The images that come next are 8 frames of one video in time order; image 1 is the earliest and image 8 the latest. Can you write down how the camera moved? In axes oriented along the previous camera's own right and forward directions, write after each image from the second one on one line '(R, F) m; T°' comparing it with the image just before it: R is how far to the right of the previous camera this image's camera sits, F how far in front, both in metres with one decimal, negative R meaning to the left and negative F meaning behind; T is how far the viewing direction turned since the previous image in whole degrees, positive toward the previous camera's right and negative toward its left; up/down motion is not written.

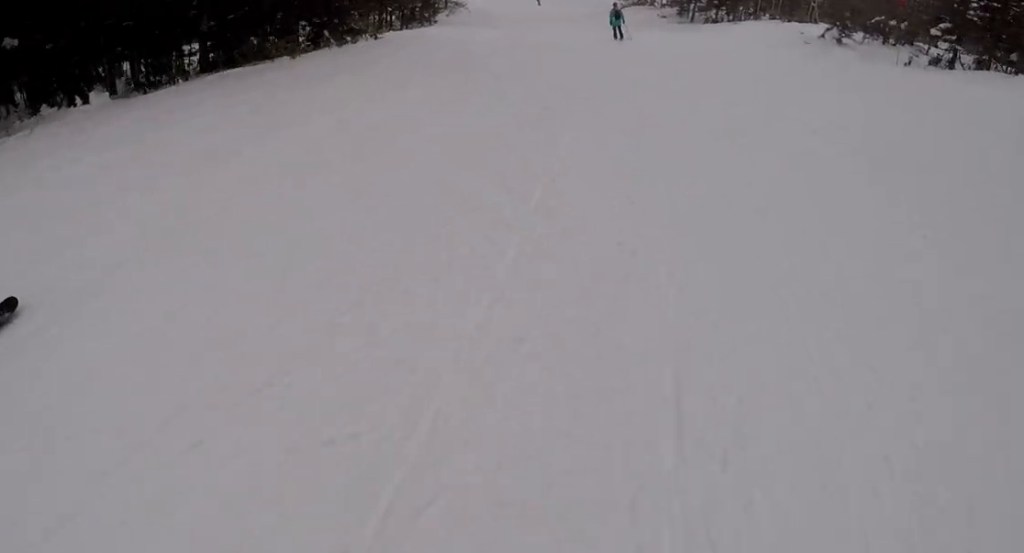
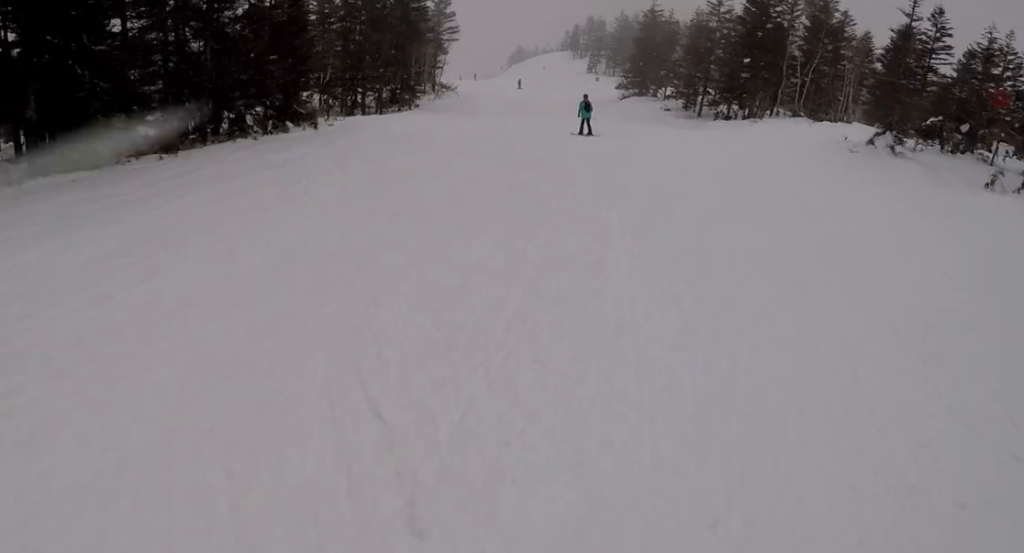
(-0.5, +7.4) m; -1°
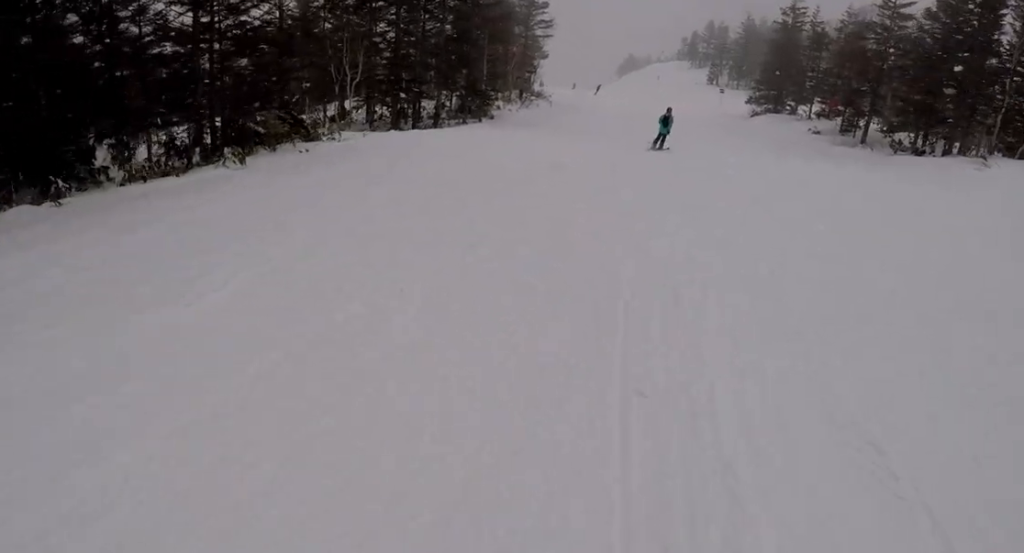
(+0.2, +12.1) m; -5°
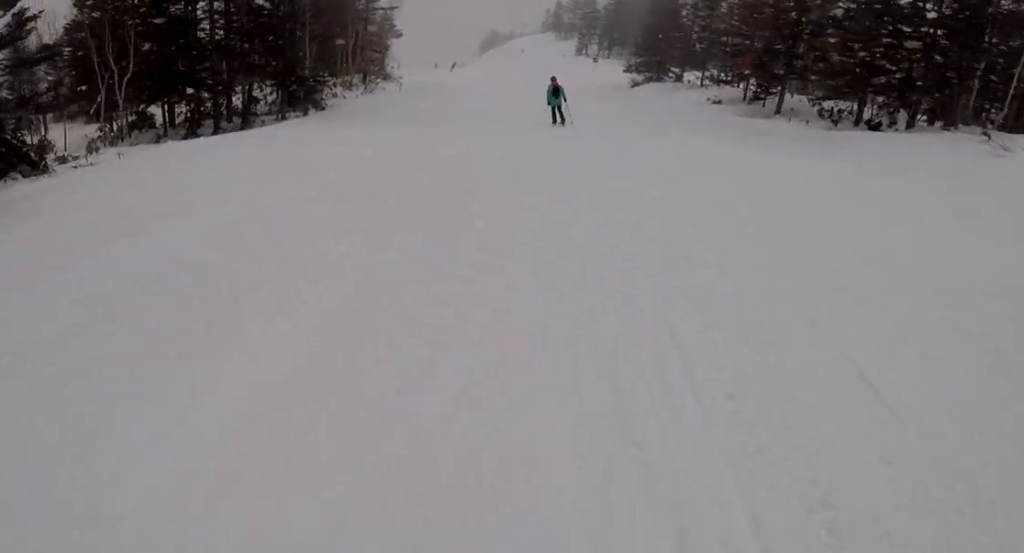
(-0.4, +7.4) m; -3°
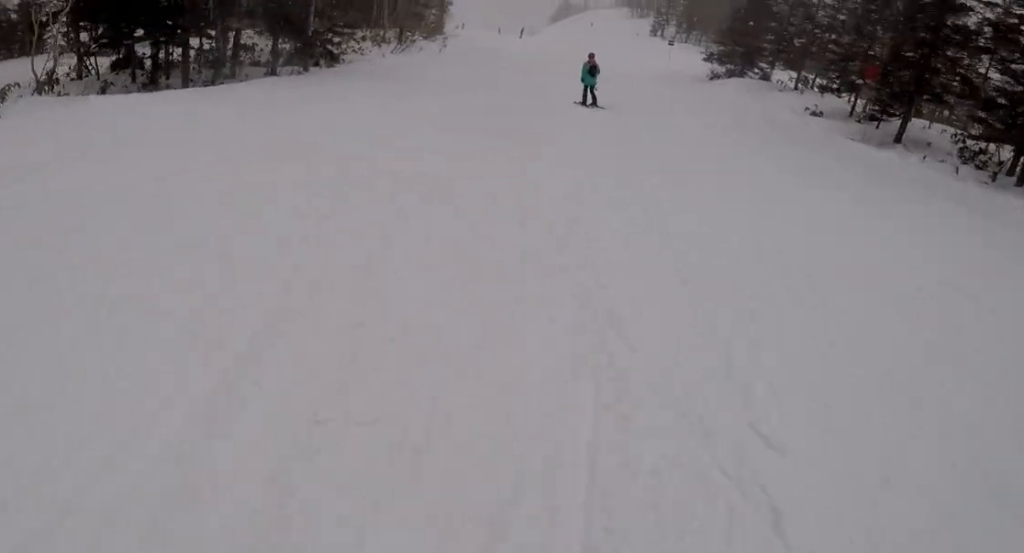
(0.0, +6.4) m; 0°
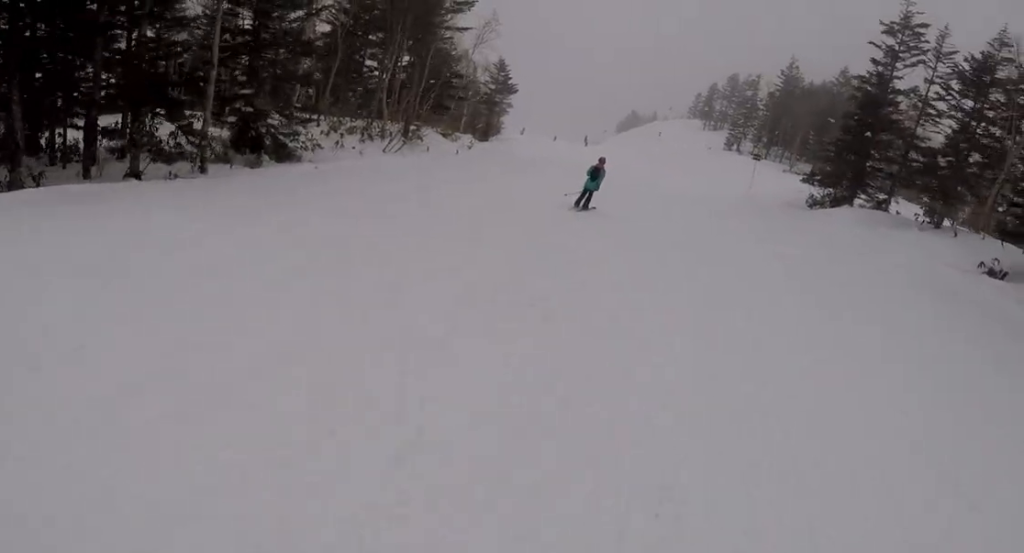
(0.0, +10.8) m; 0°
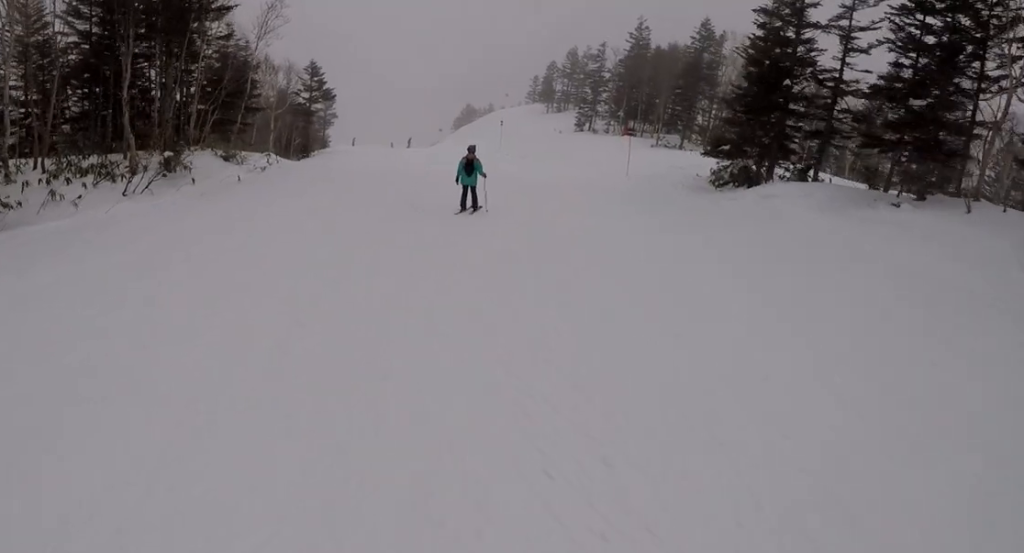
(0.0, +7.8) m; +4°
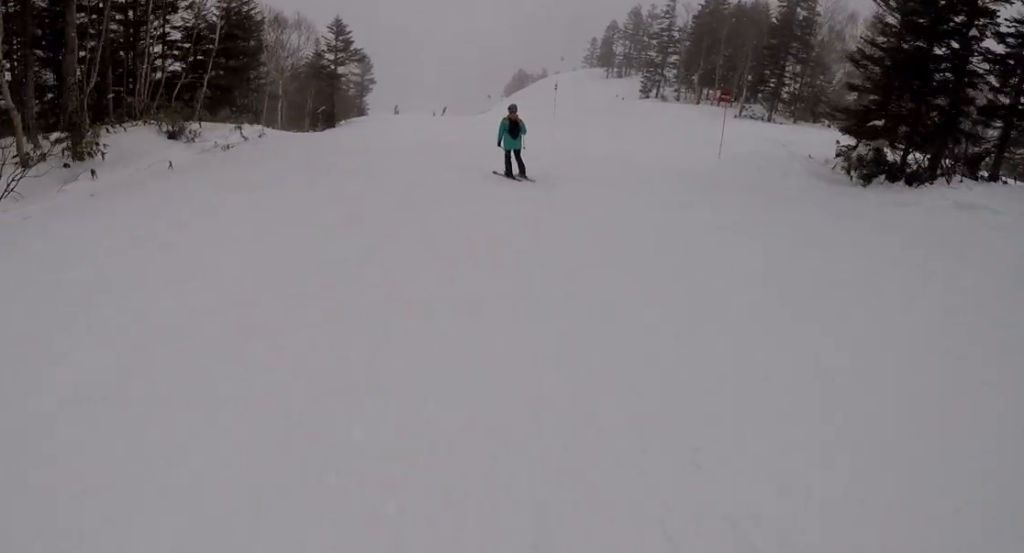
(+0.2, +6.7) m; +3°
